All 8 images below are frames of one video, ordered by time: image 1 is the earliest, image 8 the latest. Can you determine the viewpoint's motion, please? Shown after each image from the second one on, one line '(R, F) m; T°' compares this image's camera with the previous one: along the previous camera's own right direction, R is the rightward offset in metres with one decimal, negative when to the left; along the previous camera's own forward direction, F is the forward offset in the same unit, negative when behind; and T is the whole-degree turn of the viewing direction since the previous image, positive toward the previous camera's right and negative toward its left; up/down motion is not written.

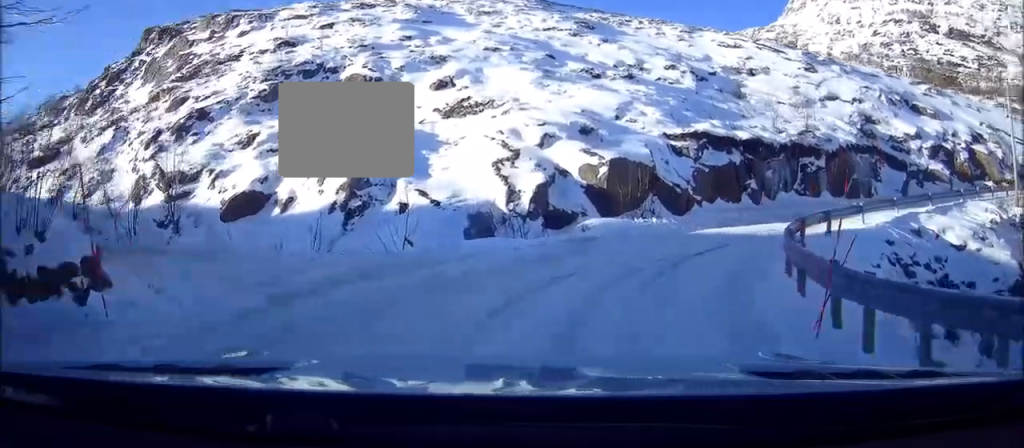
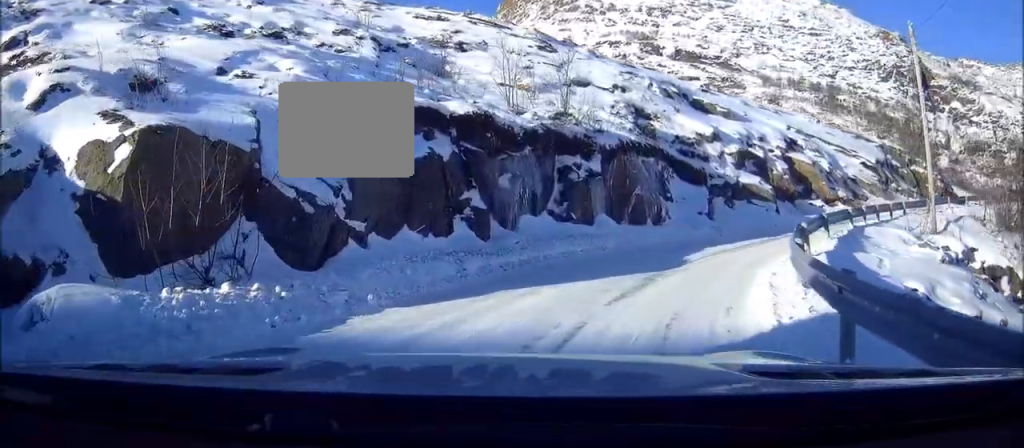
(+2.5, +14.7) m; +22°
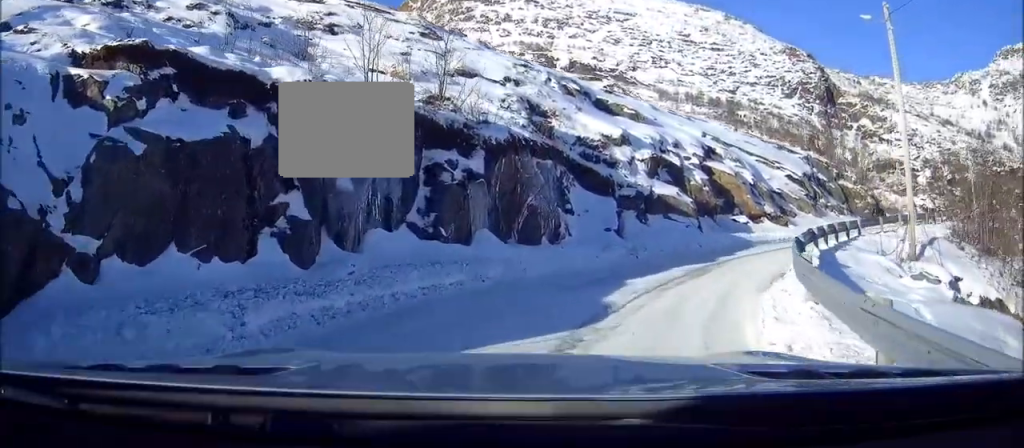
(+0.5, +5.1) m; +10°
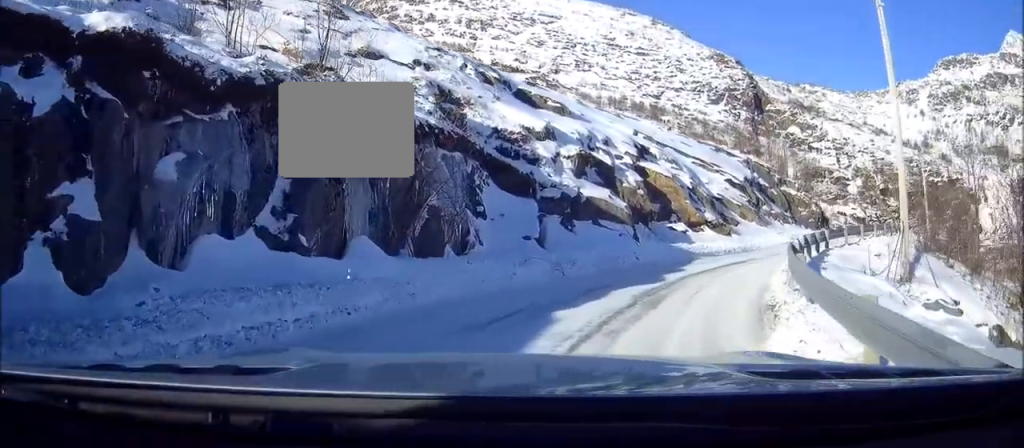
(+0.2, +3.7) m; +7°
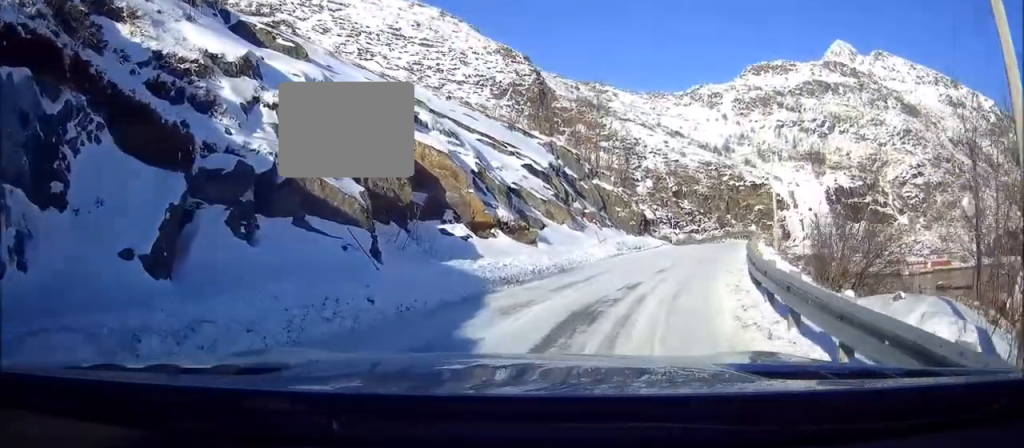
(+1.8, +10.7) m; +21°
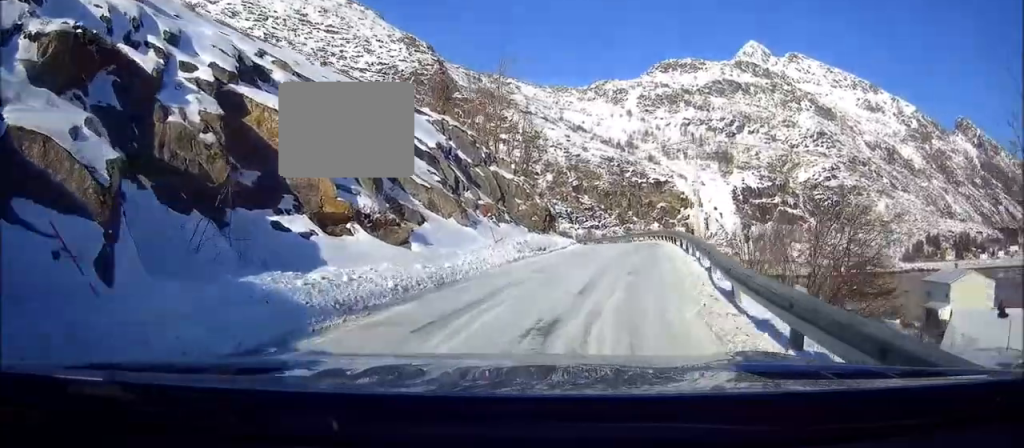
(+0.9, +5.7) m; +9°
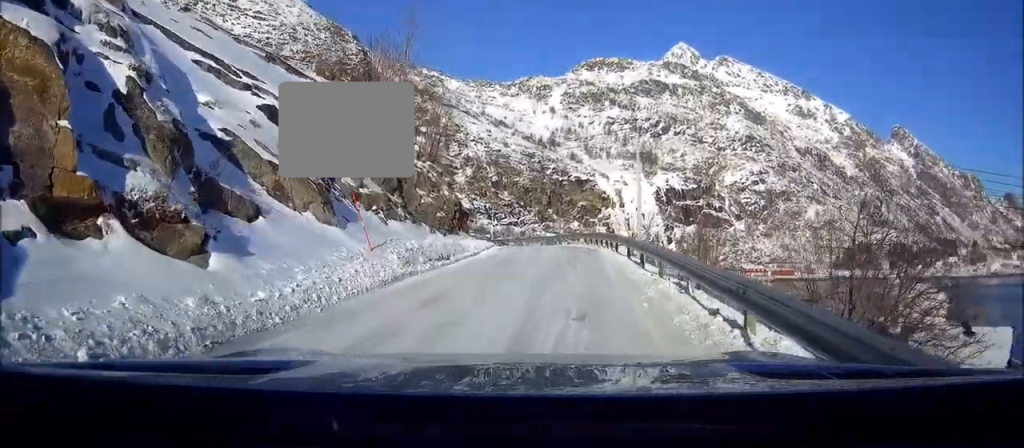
(+0.7, +7.0) m; +8°
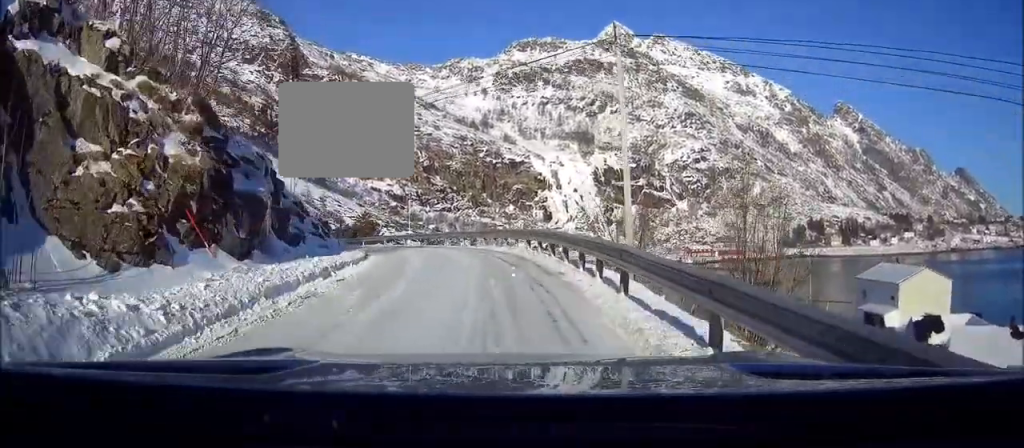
(+1.5, +18.3) m; +5°
